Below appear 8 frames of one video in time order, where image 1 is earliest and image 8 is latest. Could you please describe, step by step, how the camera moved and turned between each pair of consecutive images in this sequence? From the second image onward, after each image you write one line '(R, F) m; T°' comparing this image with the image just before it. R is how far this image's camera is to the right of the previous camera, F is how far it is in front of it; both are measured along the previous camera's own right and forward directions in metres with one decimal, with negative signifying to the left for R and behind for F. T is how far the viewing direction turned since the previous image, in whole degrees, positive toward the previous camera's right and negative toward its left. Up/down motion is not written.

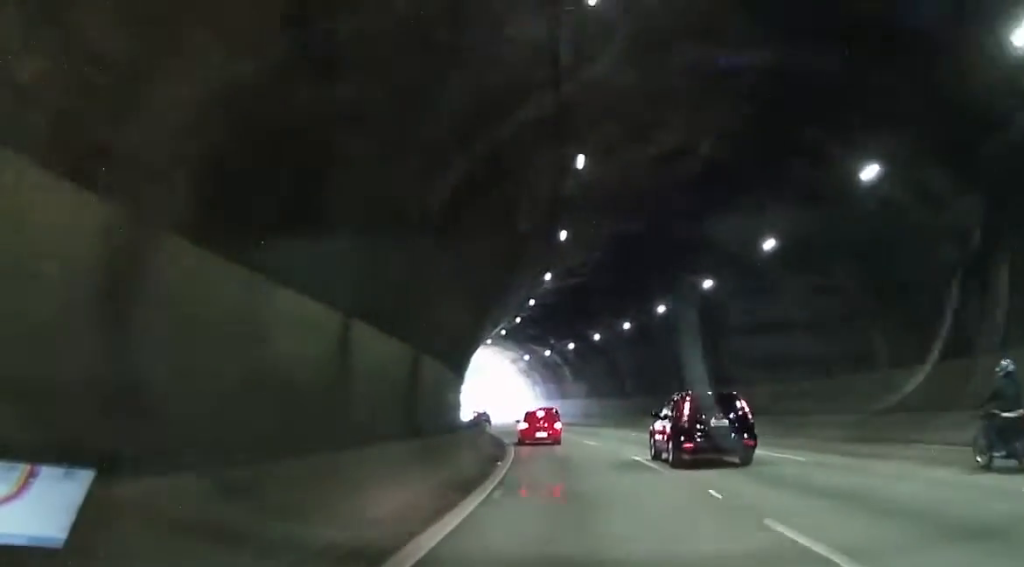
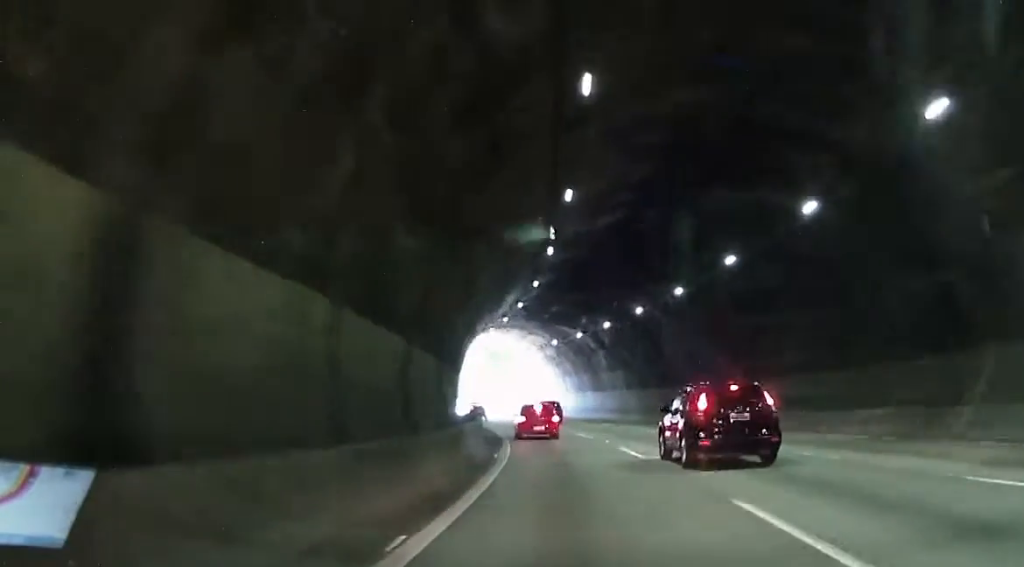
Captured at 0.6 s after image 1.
(-0.3, +13.3) m; -1°
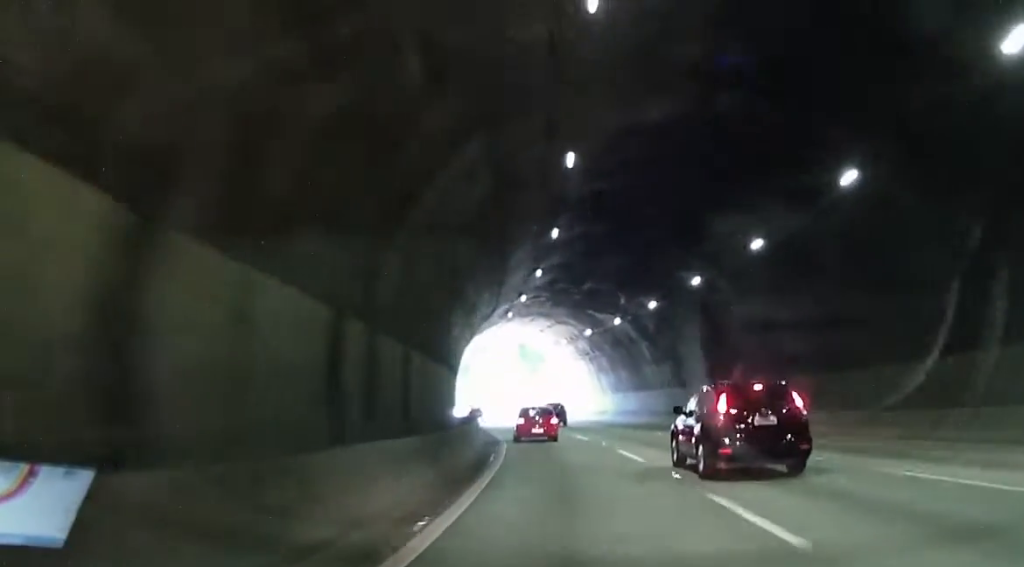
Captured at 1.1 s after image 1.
(+0.1, +12.5) m; 0°
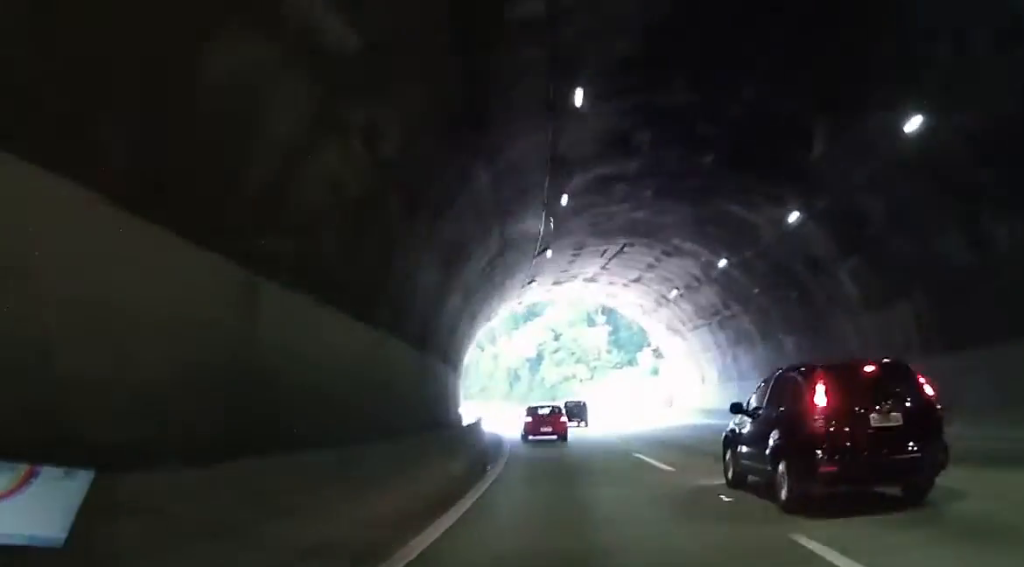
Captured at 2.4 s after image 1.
(-0.1, +29.5) m; 0°
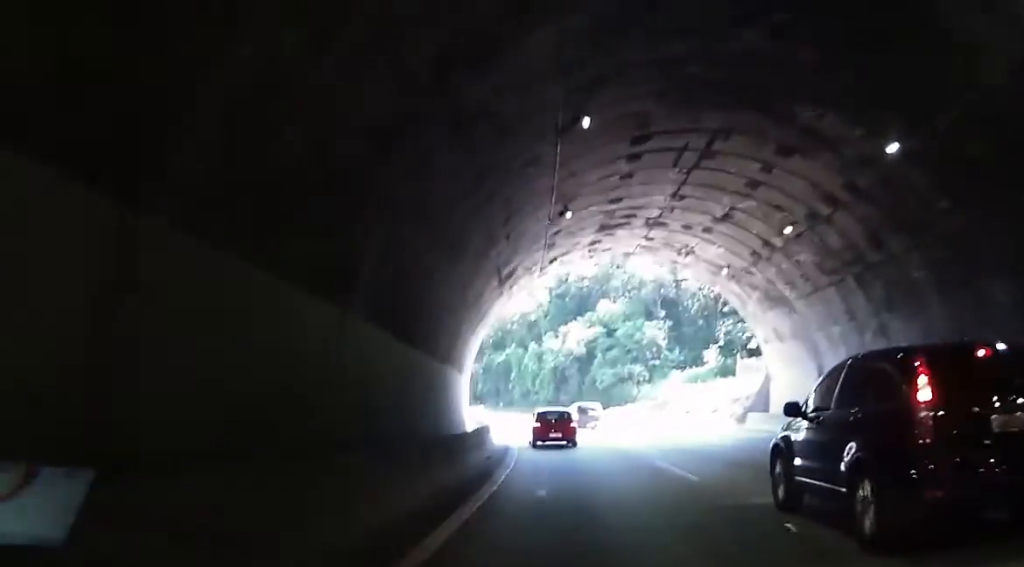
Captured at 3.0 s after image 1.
(+0.1, +15.4) m; 0°
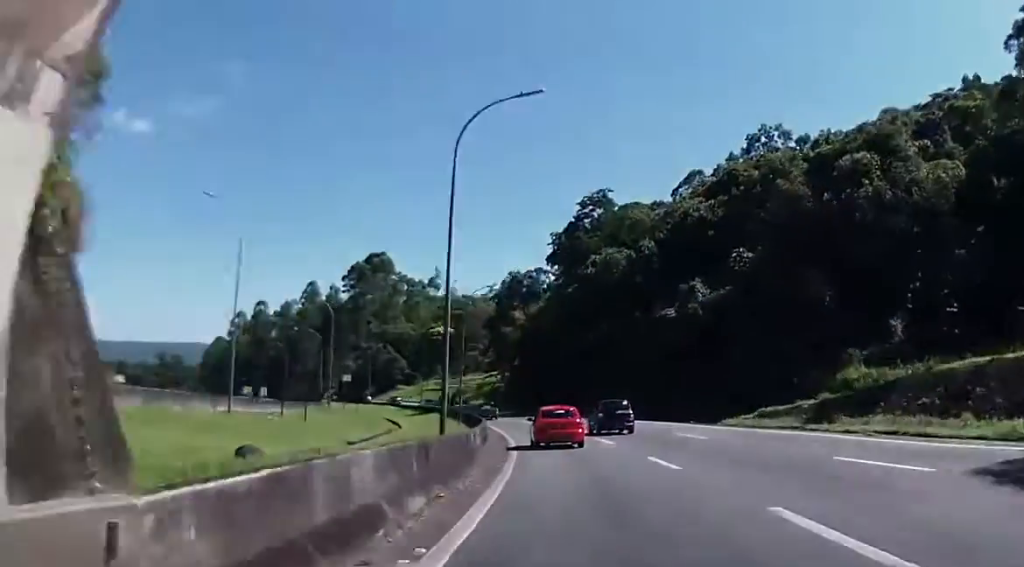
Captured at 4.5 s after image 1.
(+0.3, +33.0) m; -12°
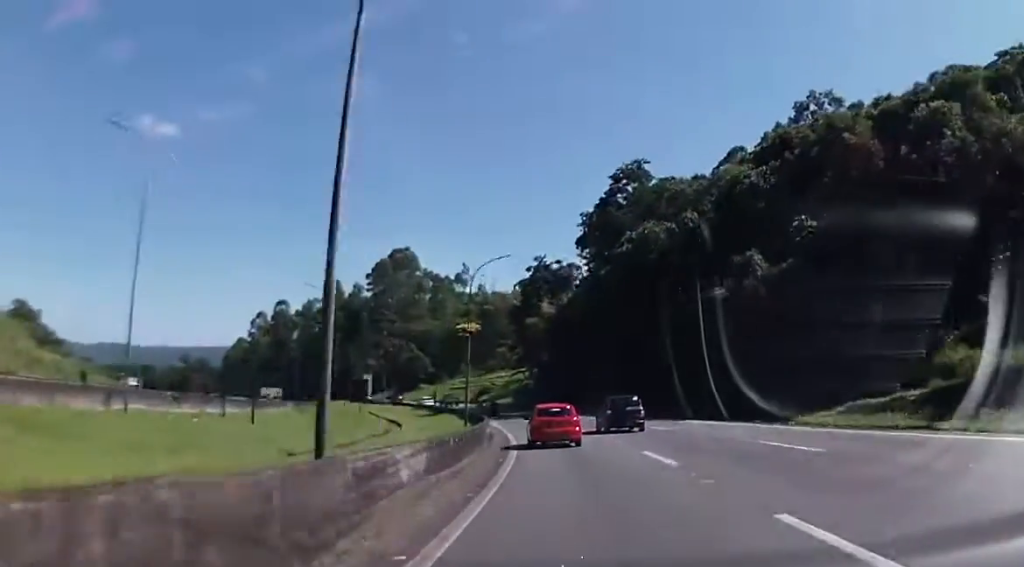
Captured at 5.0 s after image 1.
(-1.3, +7.6) m; -17°
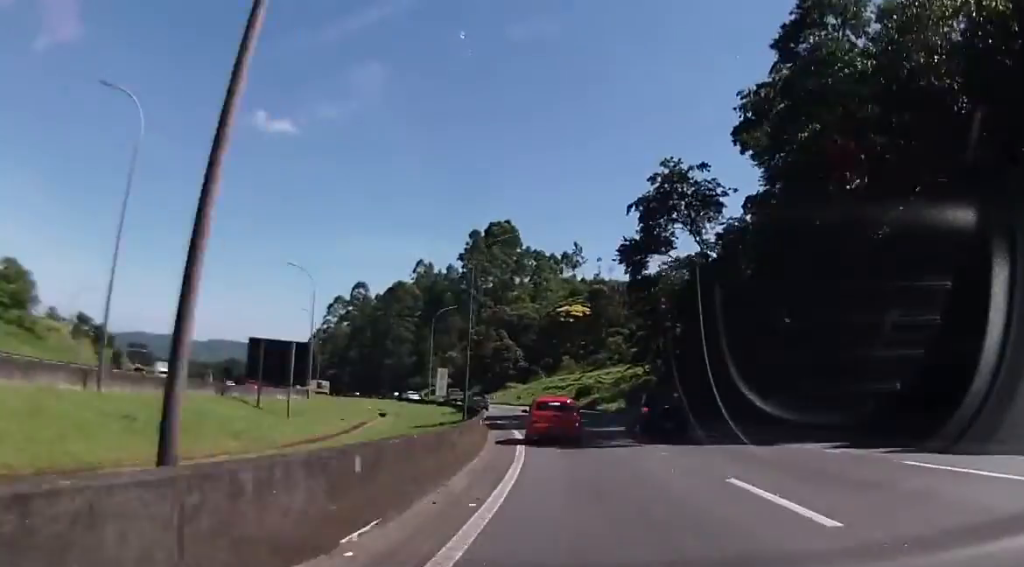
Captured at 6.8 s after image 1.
(-16.2, +26.3) m; -39°
